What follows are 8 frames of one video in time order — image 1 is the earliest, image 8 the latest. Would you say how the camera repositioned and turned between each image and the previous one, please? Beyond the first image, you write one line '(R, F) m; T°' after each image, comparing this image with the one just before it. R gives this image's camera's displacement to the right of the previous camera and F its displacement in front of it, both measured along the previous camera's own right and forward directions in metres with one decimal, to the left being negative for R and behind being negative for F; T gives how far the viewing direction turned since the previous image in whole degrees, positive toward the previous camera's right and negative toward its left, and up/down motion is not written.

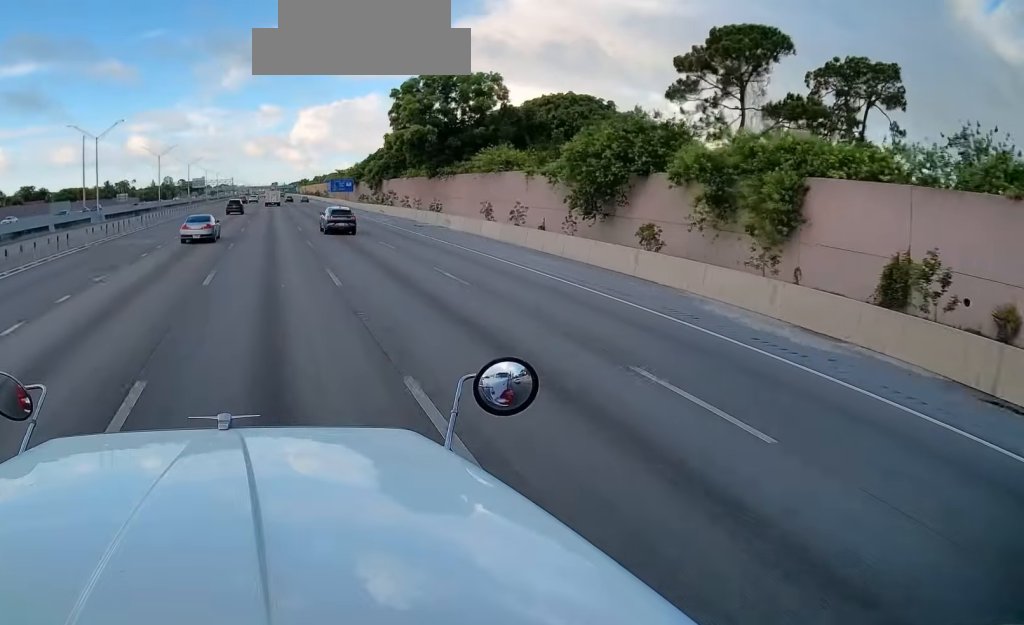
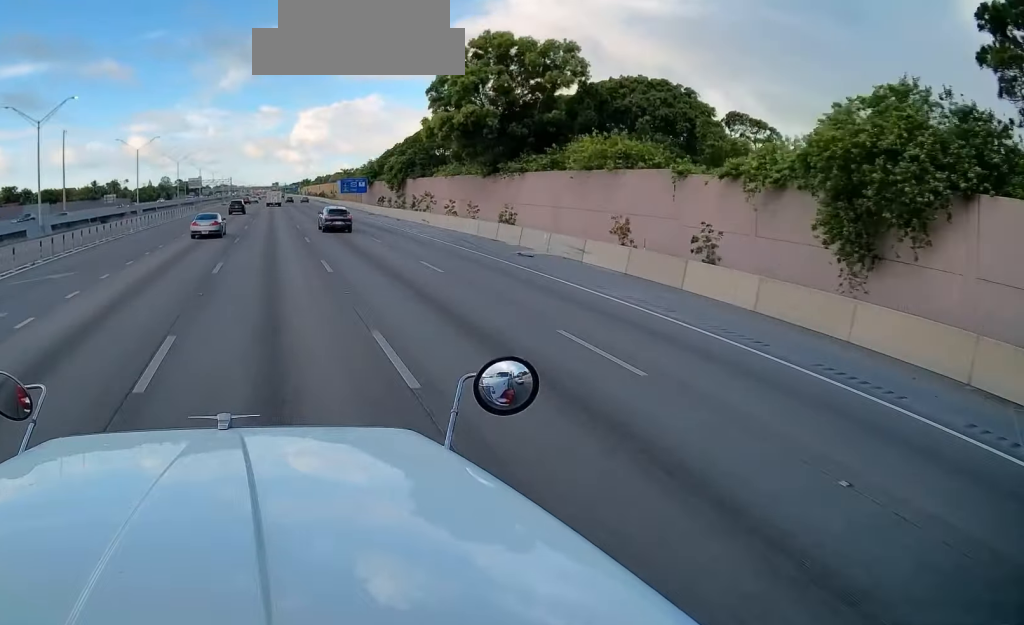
(-0.2, +21.3) m; 0°
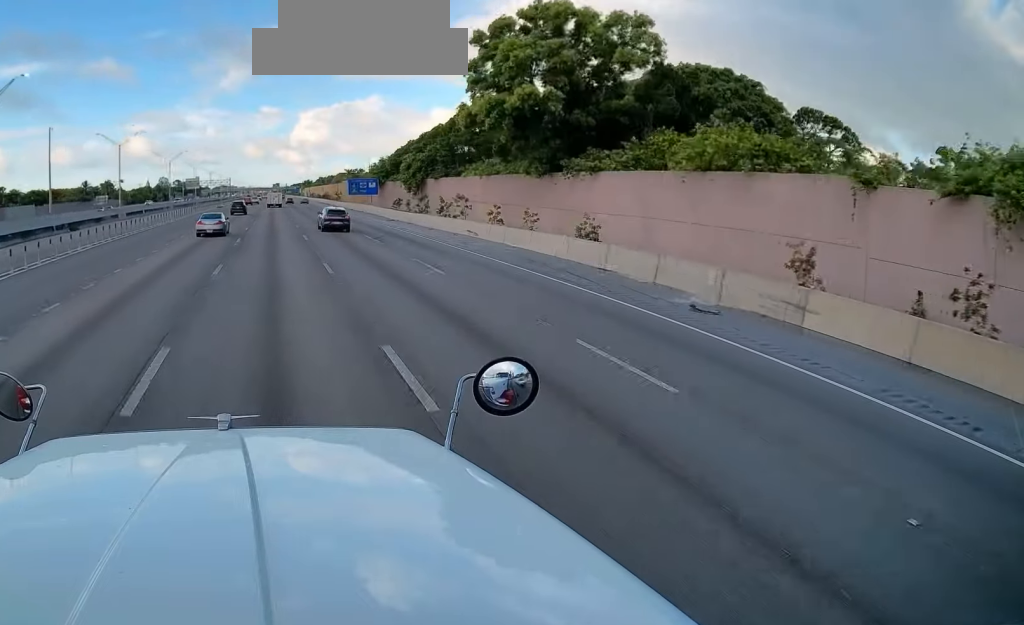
(+0.1, +12.9) m; 0°
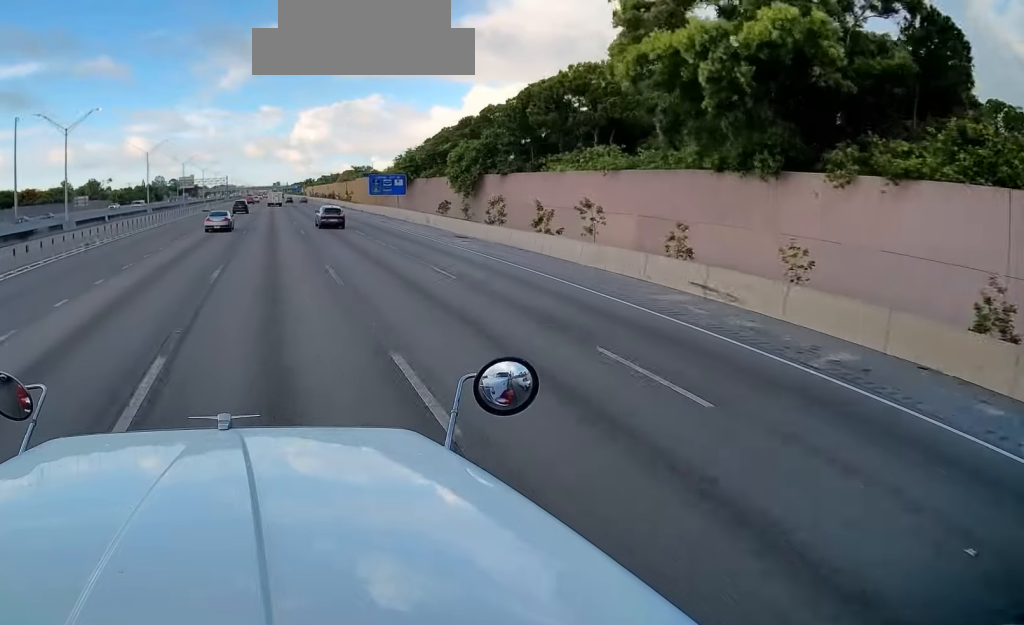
(+0.2, +24.9) m; 0°
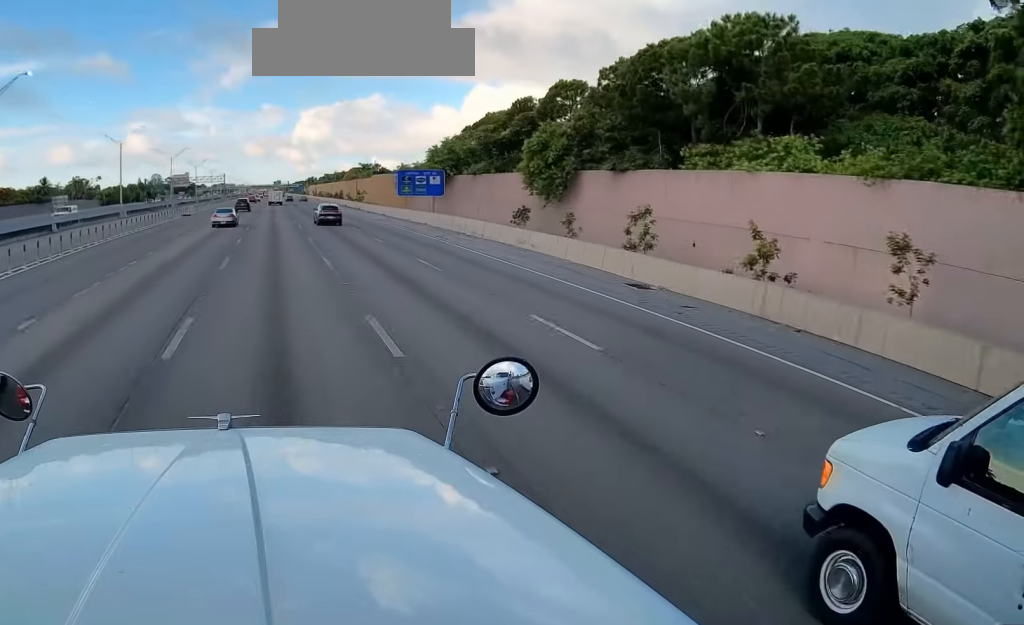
(0.0, +21.3) m; 0°
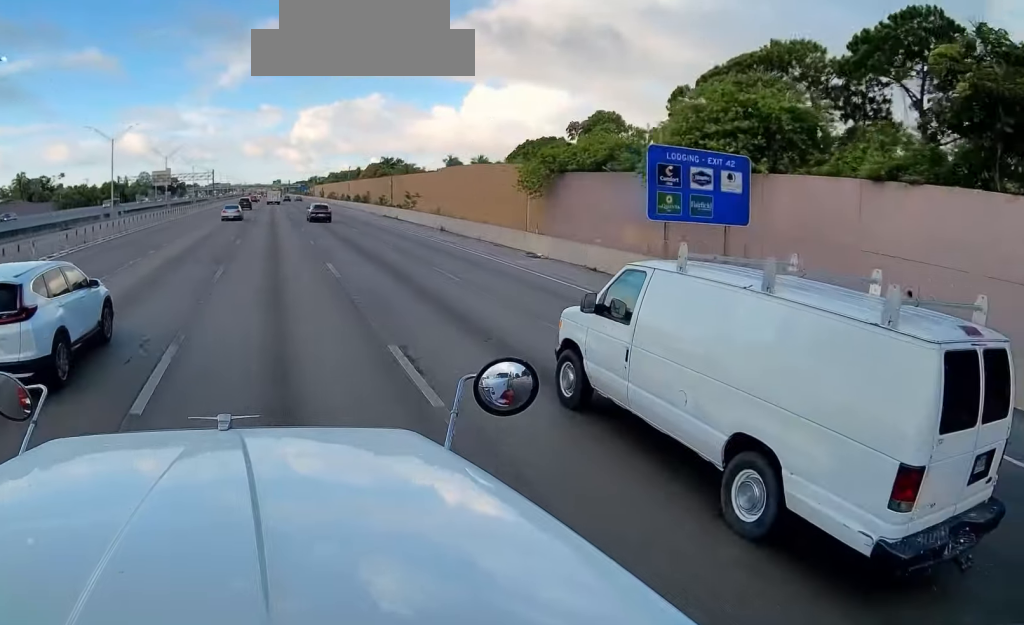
(+0.1, +51.5) m; +1°
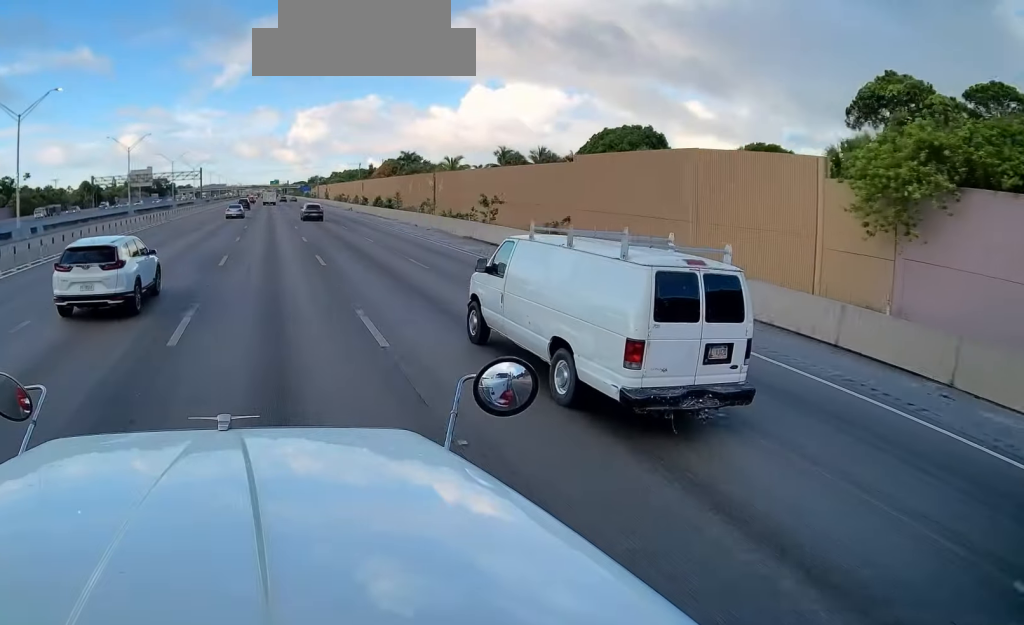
(0.0, +33.7) m; 0°
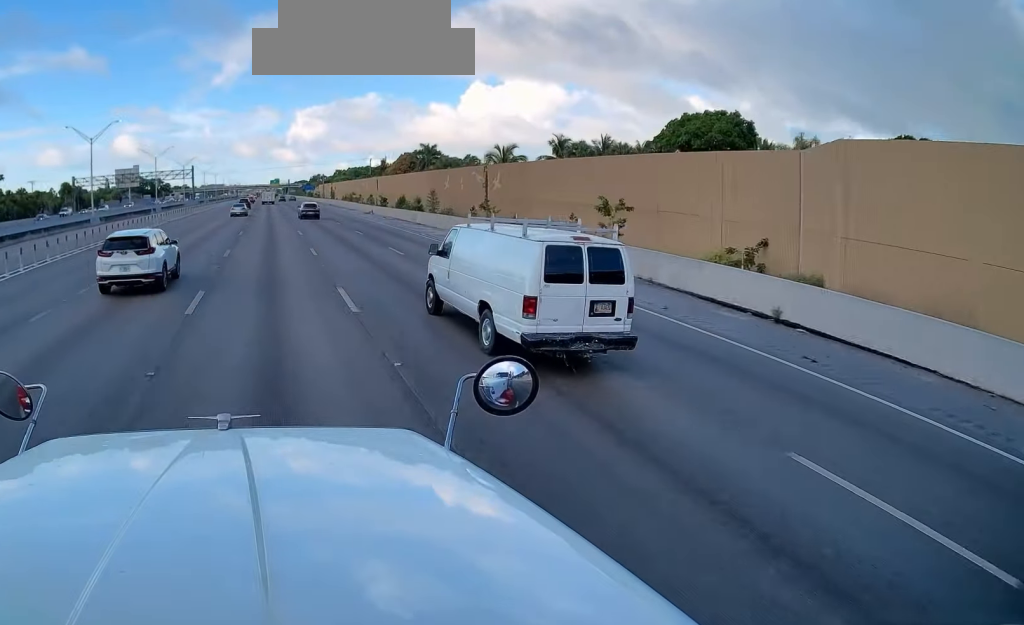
(0.0, +21.7) m; 0°
